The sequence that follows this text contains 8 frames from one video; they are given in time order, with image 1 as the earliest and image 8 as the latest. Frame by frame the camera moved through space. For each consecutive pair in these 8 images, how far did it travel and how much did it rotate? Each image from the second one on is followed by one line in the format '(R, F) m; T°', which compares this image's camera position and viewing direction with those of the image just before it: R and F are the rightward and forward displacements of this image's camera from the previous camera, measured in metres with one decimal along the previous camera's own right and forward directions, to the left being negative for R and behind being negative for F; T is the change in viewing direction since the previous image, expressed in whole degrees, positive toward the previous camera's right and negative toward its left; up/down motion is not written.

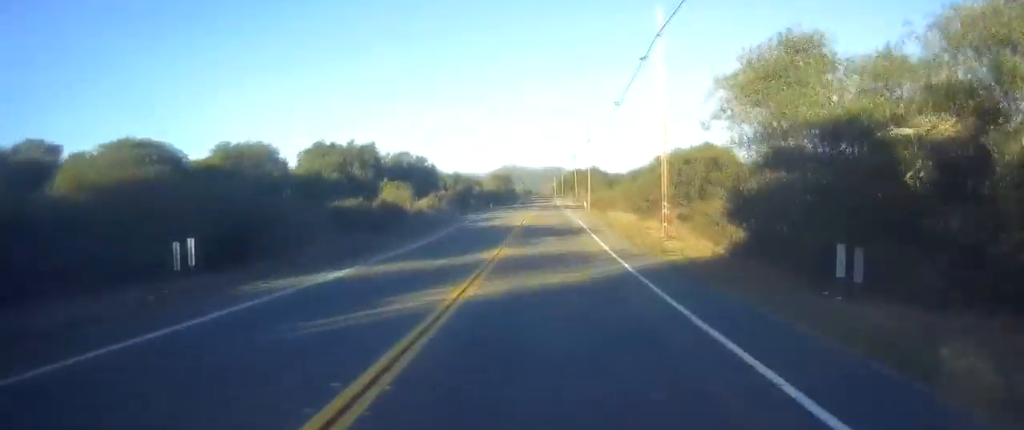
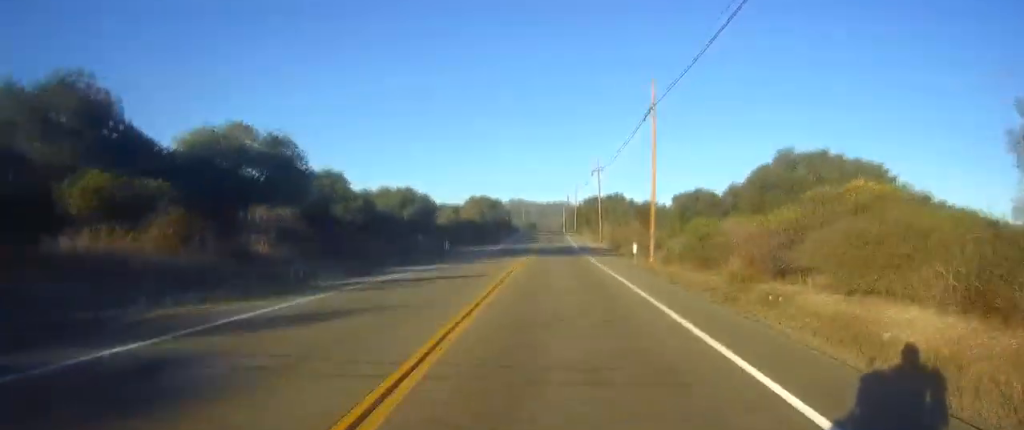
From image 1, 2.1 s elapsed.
(+1.1, +49.3) m; +1°
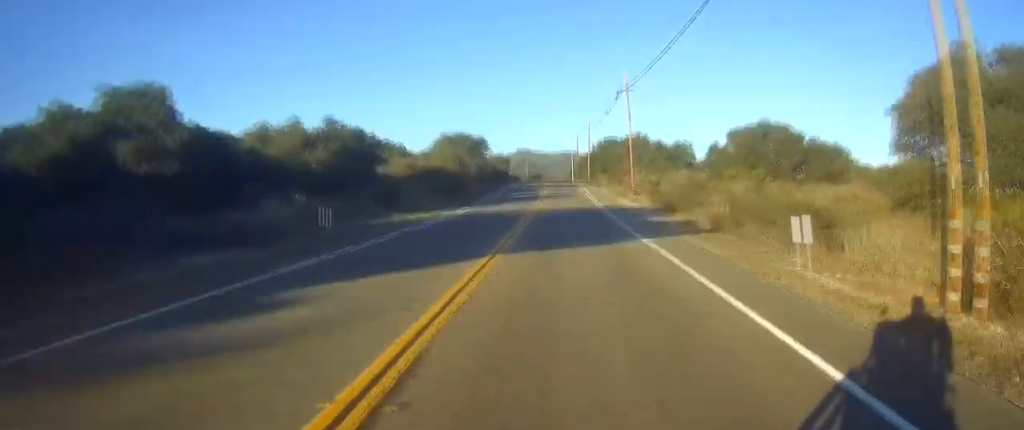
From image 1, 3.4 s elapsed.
(-0.2, +27.2) m; -1°
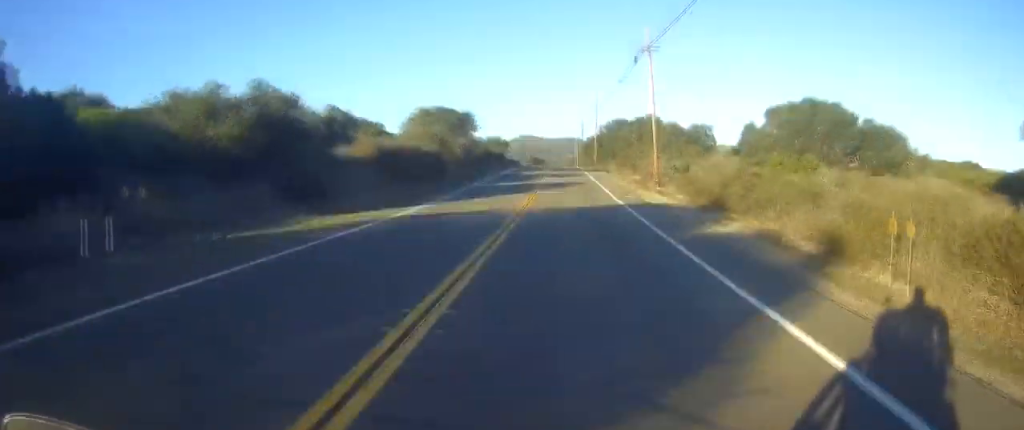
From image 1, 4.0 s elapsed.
(0.0, +12.0) m; 0°
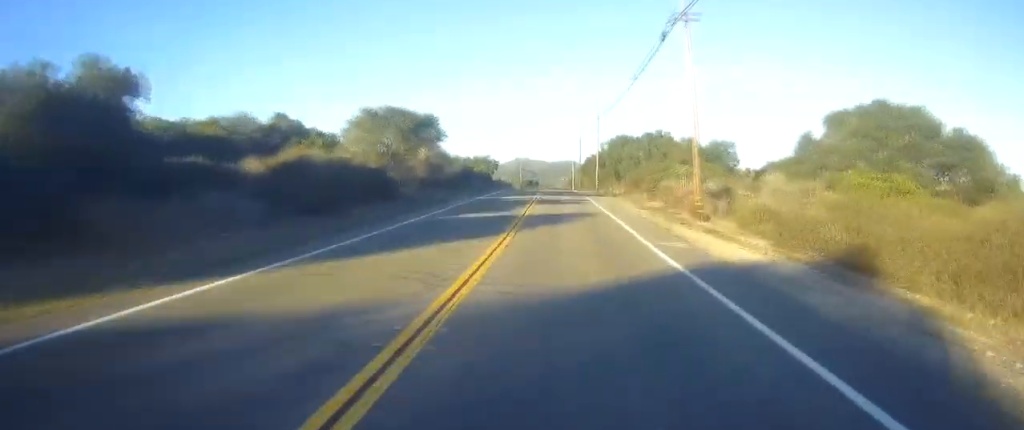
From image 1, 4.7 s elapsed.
(0.0, +14.6) m; 0°
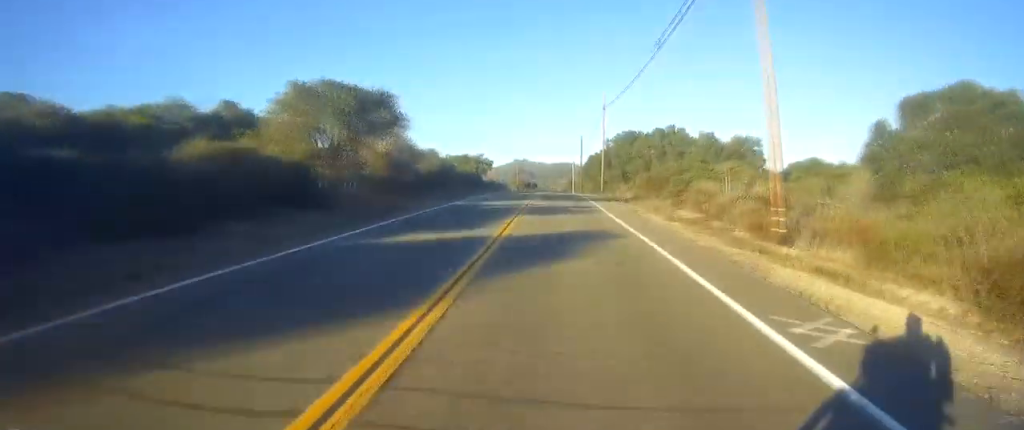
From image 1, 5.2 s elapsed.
(0.0, +11.2) m; 0°
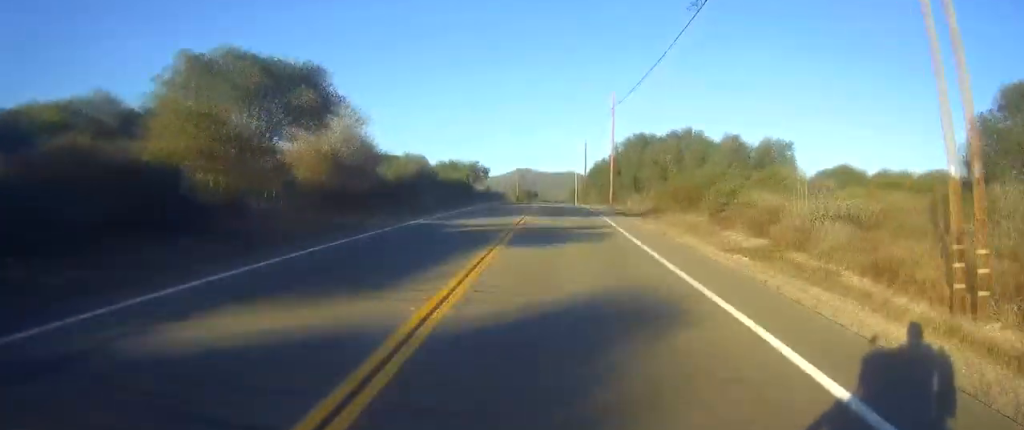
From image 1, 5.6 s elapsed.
(0.0, +9.8) m; 0°
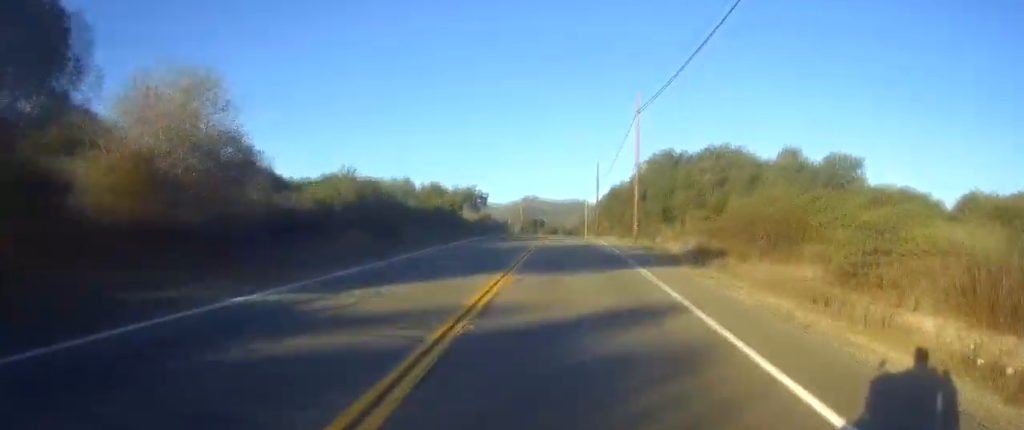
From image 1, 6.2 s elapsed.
(0.0, +14.3) m; -1°
